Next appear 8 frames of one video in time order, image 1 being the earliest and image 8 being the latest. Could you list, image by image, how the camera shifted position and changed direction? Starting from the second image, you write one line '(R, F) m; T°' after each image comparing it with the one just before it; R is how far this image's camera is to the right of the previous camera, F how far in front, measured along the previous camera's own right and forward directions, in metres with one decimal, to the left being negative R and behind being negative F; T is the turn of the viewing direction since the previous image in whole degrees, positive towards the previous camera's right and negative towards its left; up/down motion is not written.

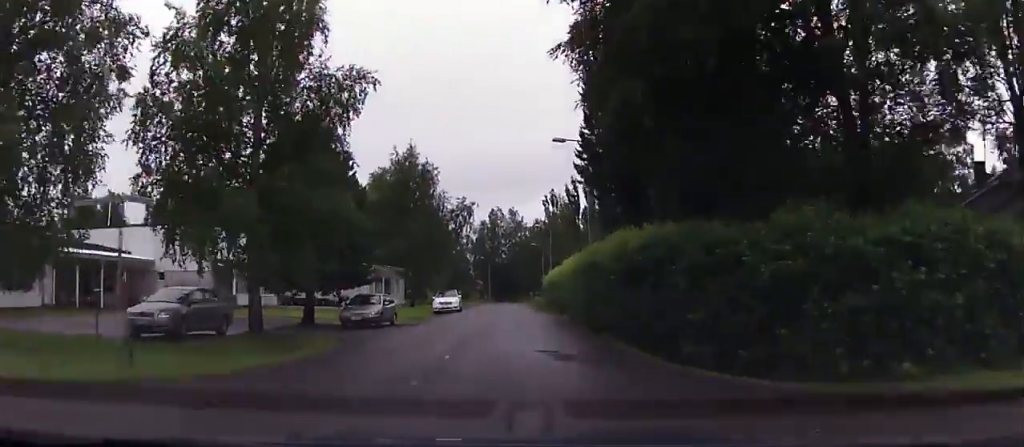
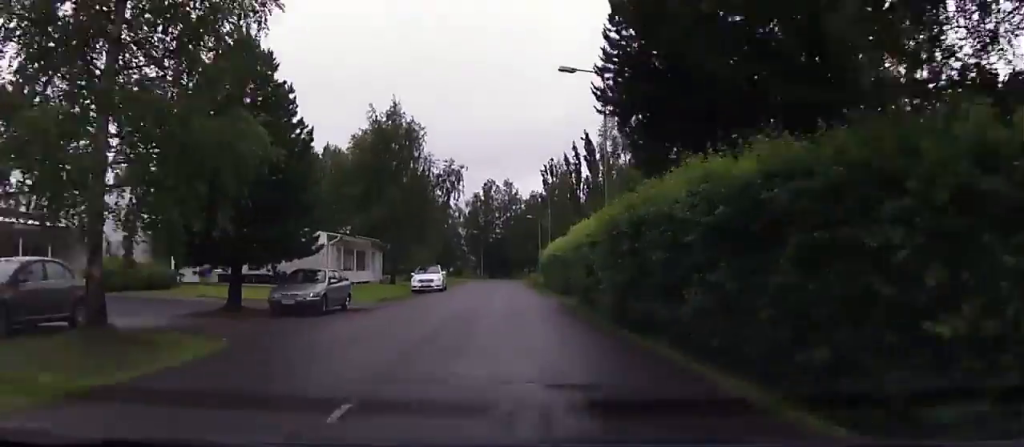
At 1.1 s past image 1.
(-0.1, +7.9) m; -1°
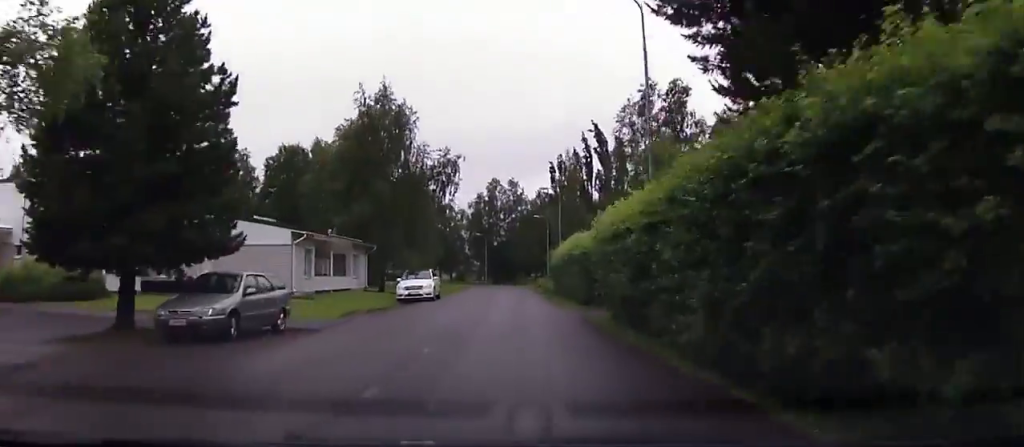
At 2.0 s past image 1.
(0.0, +6.9) m; 0°
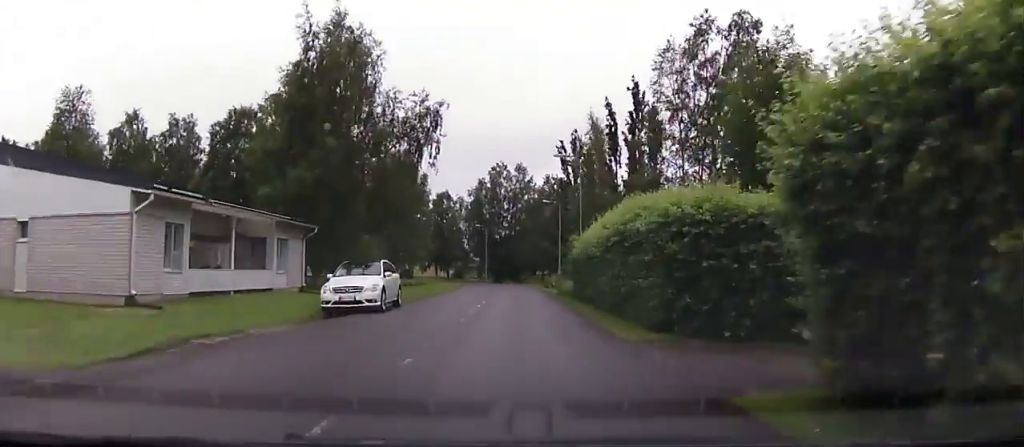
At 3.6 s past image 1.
(-0.1, +12.4) m; 0°
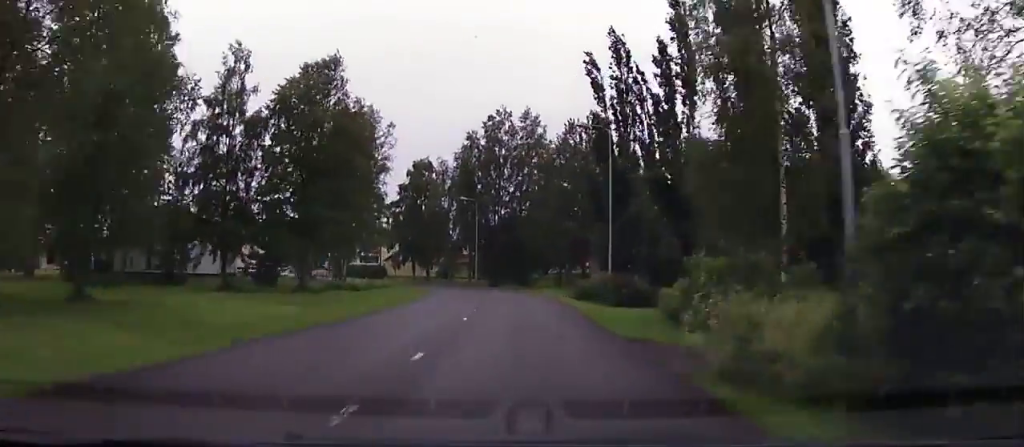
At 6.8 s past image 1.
(-0.5, +28.4) m; -2°
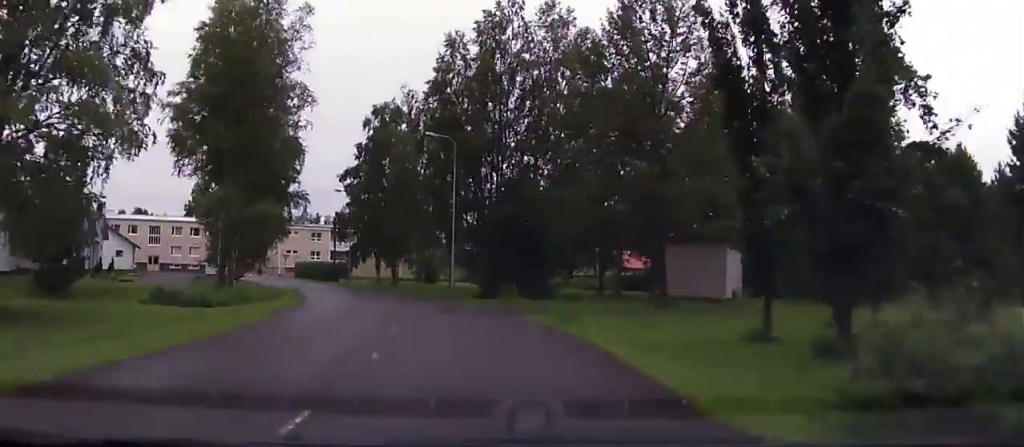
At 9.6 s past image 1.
(+0.1, +27.4) m; -2°
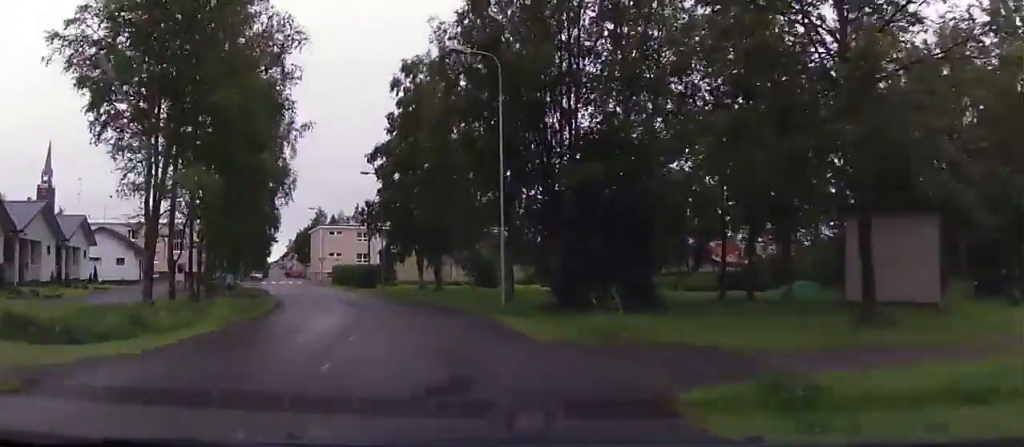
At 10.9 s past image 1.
(-0.6, +12.9) m; -4°
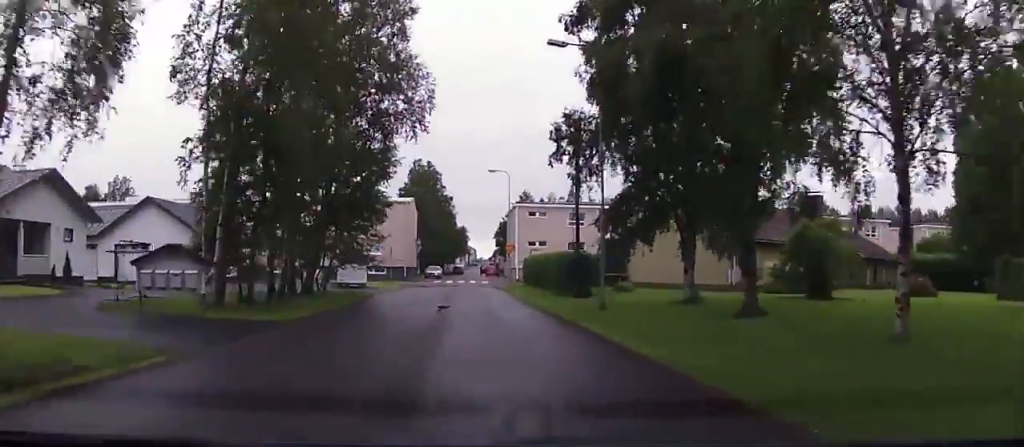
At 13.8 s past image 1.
(-2.4, +27.1) m; -12°
